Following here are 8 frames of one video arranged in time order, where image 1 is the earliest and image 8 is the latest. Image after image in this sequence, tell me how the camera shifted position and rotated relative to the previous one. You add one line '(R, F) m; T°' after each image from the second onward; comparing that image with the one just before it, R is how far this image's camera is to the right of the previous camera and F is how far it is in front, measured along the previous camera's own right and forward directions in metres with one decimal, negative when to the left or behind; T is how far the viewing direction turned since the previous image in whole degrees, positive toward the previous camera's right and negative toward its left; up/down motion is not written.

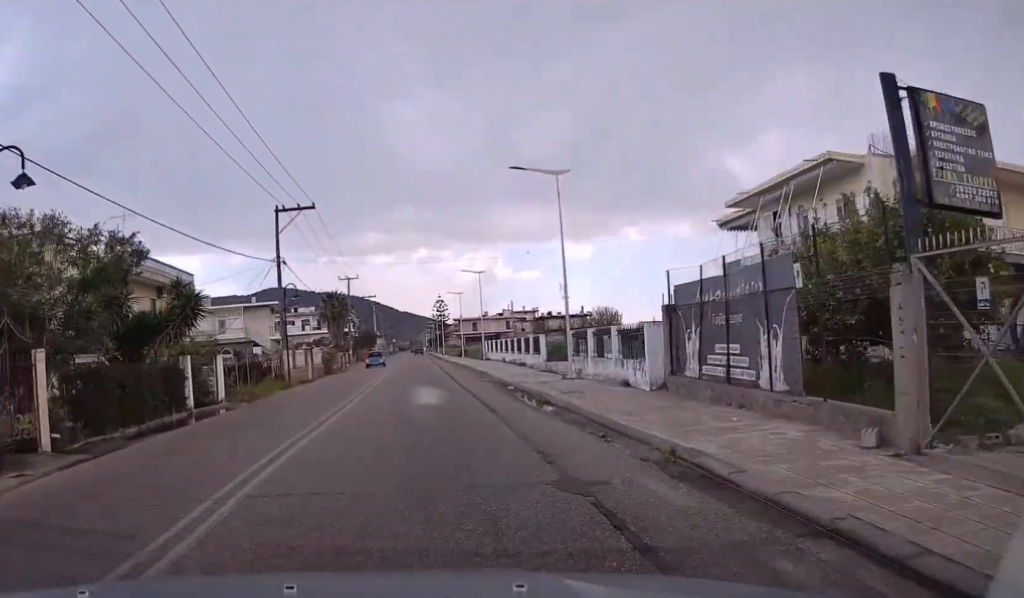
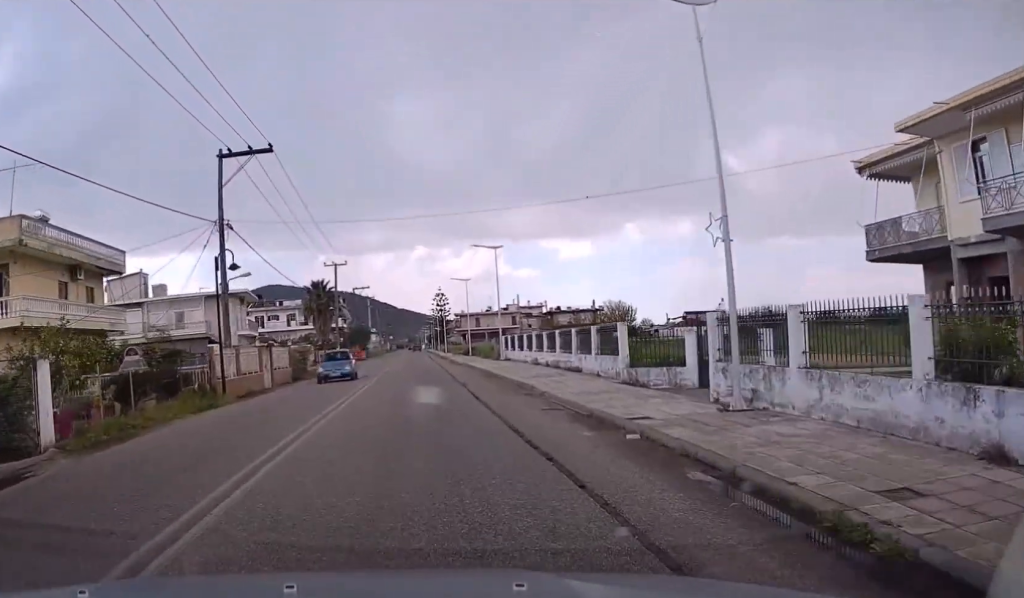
(+0.2, +13.7) m; 0°
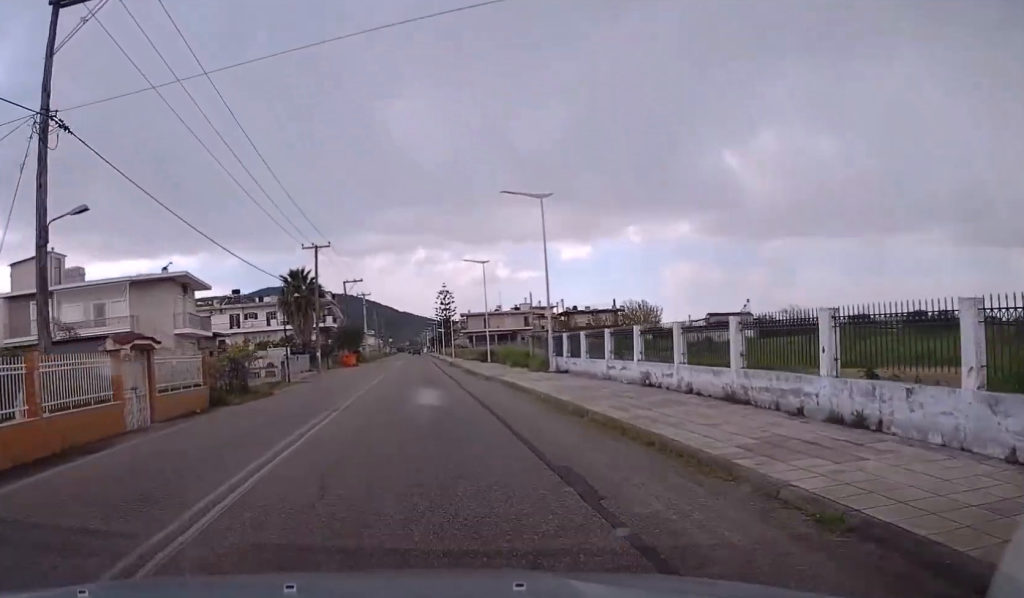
(-0.2, +17.3) m; -3°
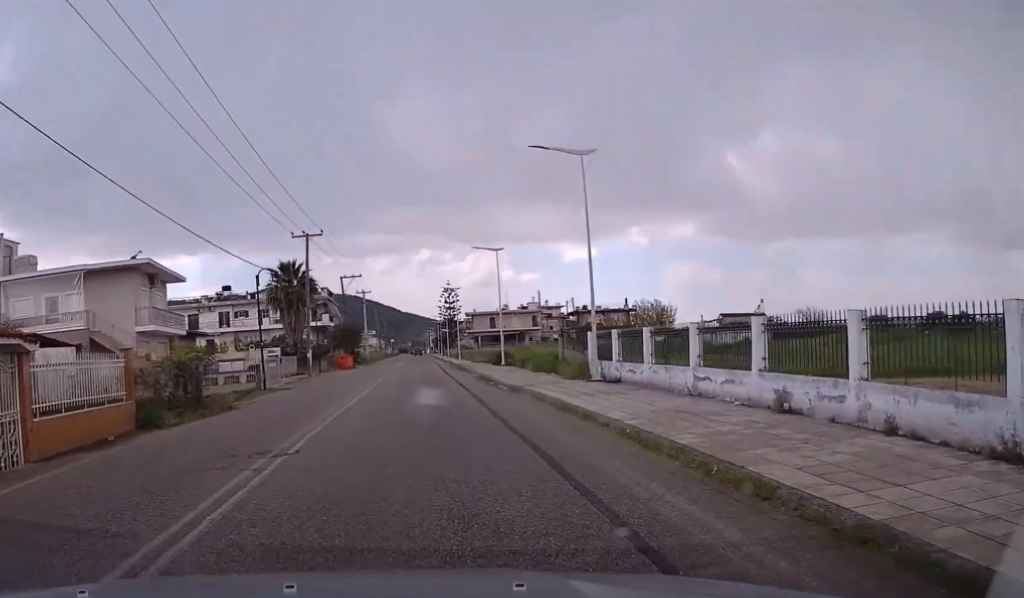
(-0.2, +7.2) m; 0°
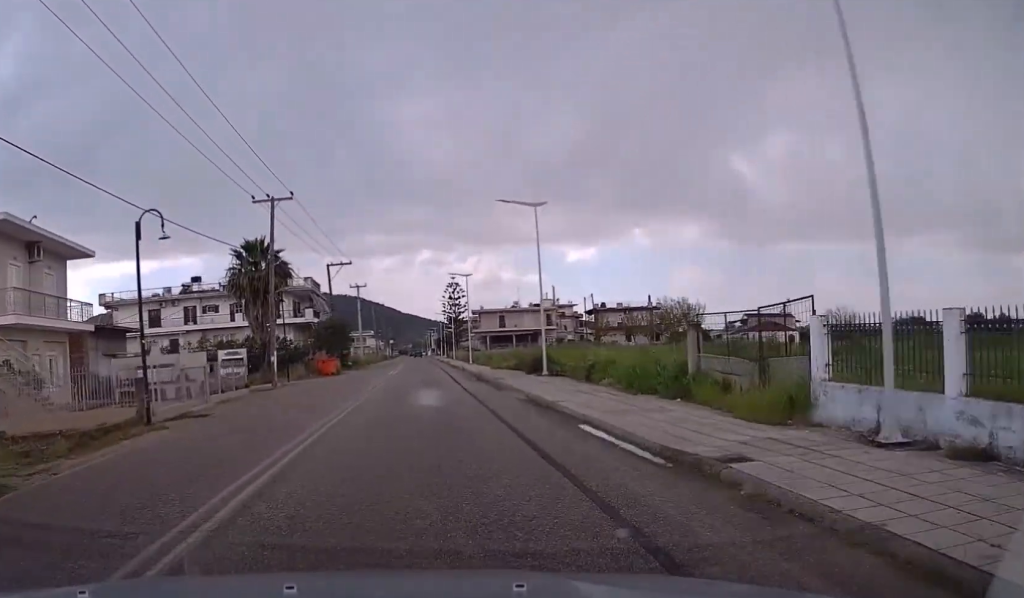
(0.0, +14.9) m; 0°
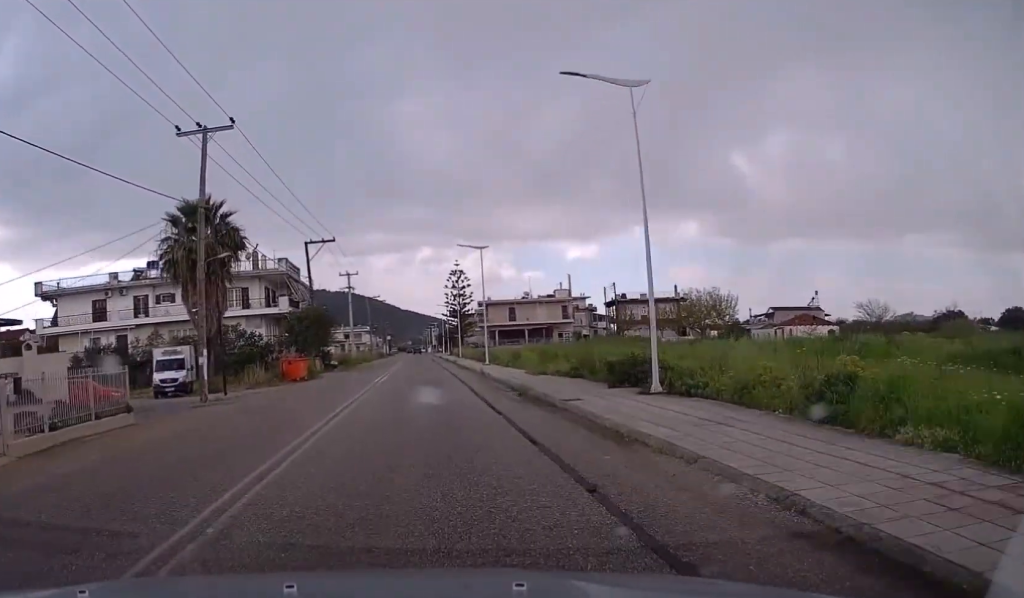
(-0.1, +14.7) m; 0°
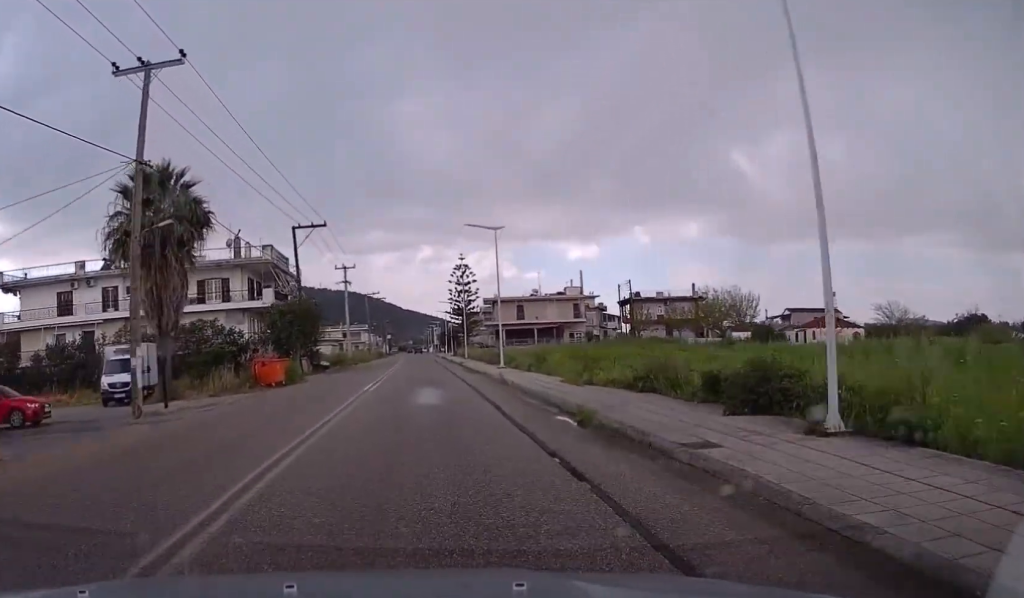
(-0.1, +7.5) m; 0°
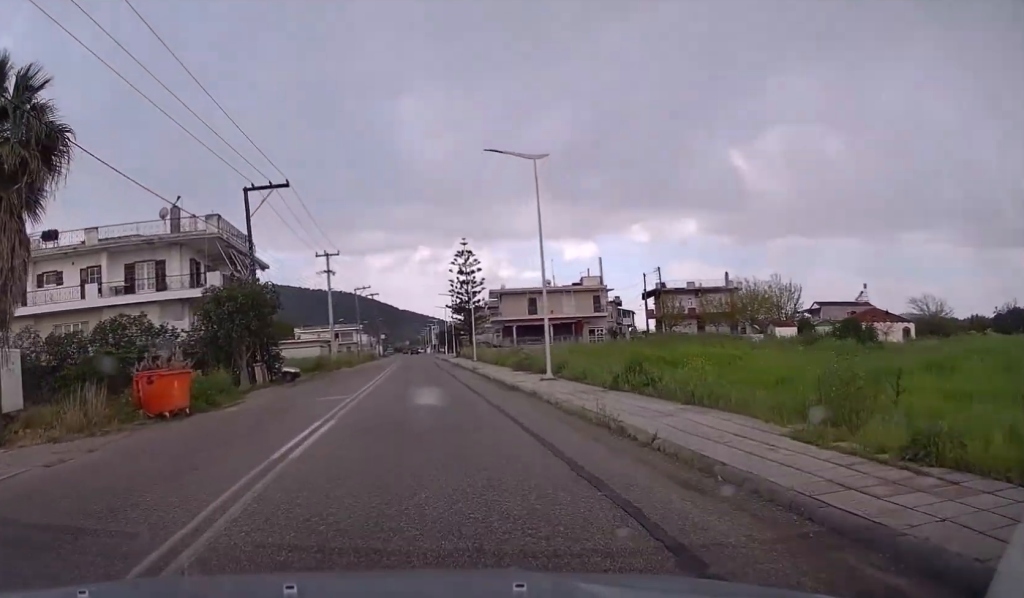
(+0.2, +14.7) m; +2°
